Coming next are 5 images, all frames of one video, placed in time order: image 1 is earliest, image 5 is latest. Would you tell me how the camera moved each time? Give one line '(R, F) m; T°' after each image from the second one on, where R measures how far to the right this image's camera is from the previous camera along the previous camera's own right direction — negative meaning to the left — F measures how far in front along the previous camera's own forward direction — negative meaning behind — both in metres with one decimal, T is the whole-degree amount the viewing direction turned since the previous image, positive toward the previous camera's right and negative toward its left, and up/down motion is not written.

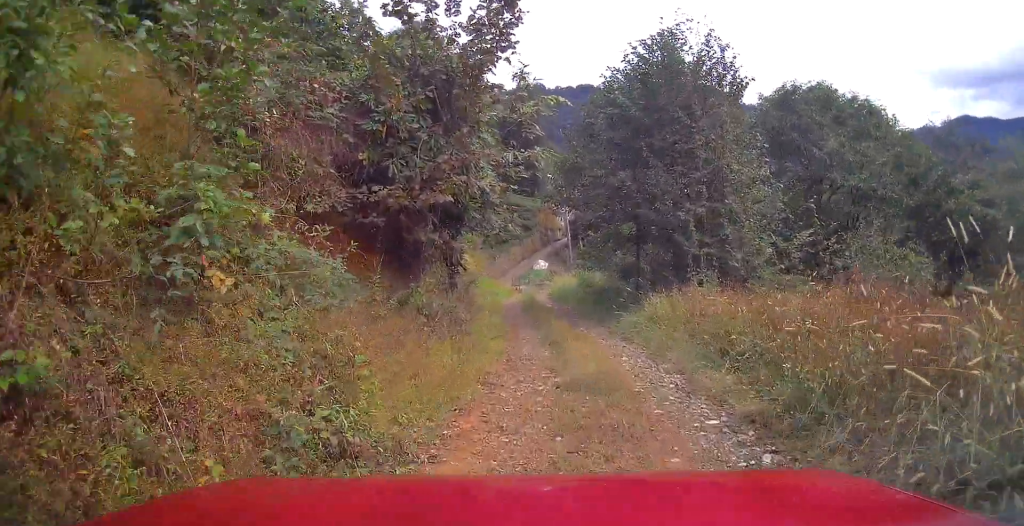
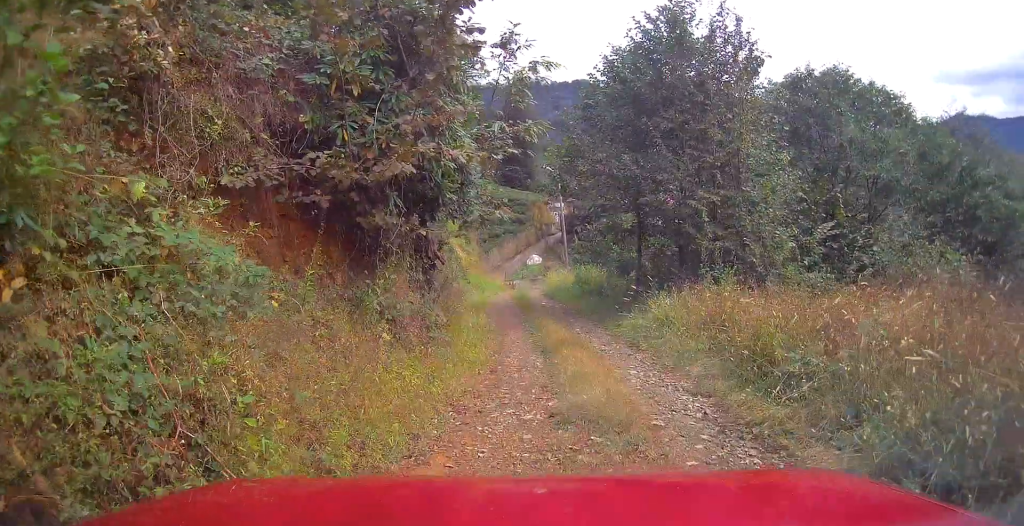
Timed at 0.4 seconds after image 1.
(0.0, +1.7) m; -1°
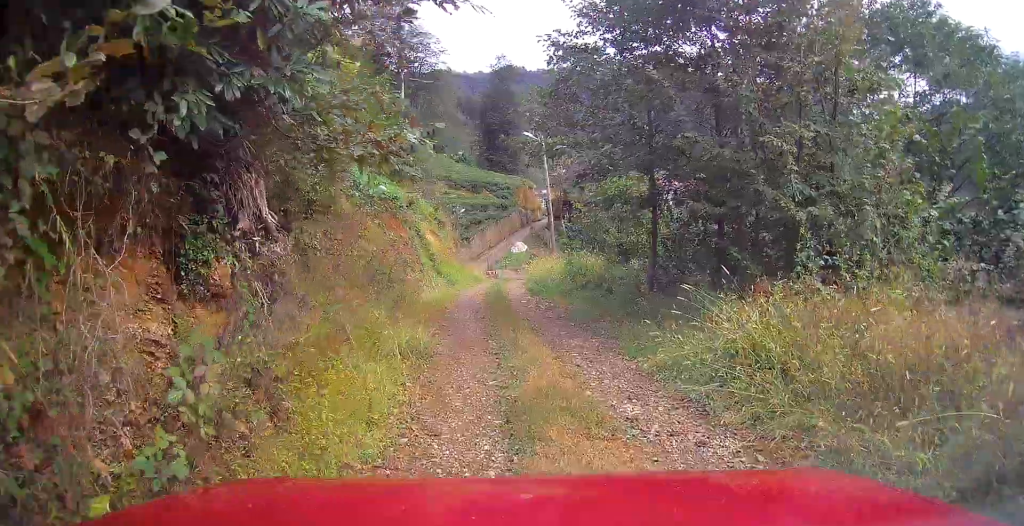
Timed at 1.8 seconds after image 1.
(-0.2, +5.0) m; -3°
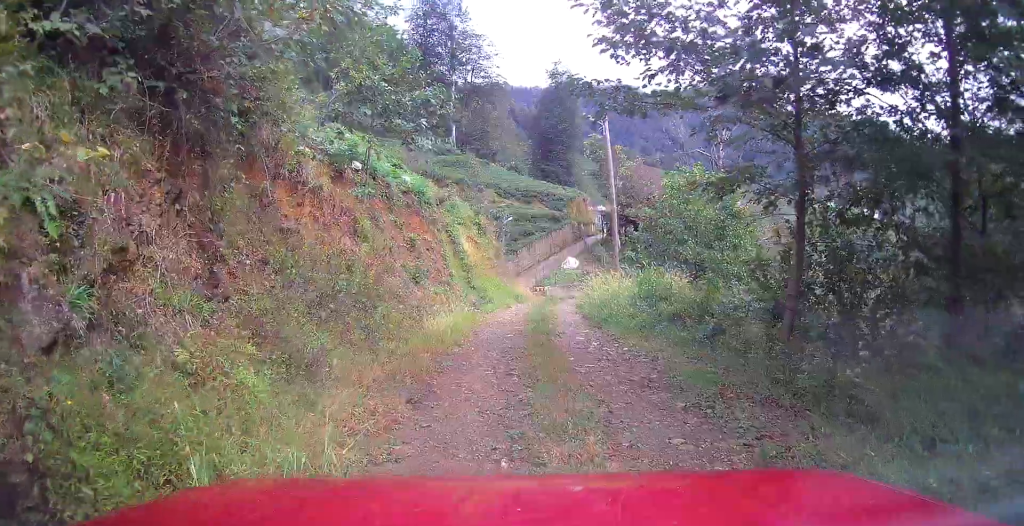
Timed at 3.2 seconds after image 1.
(-0.1, +5.2) m; -3°
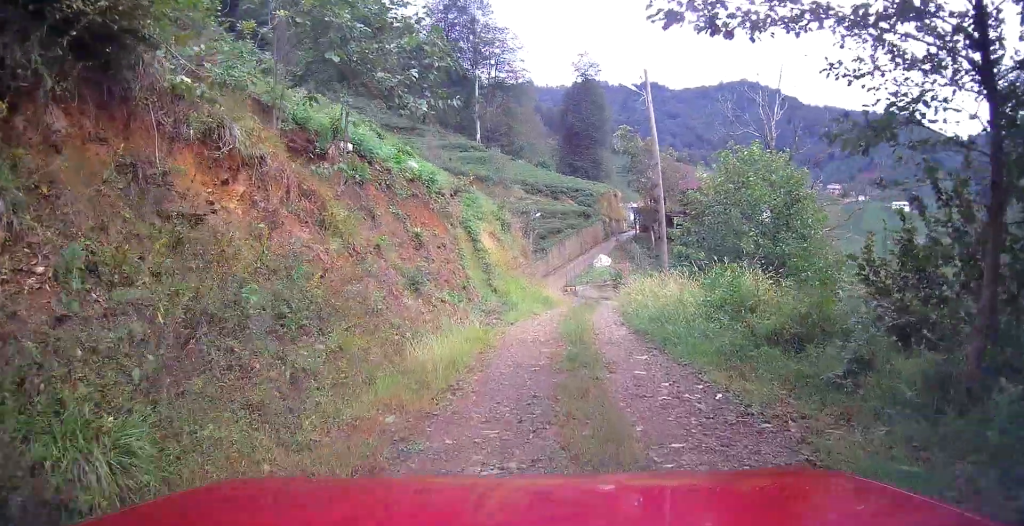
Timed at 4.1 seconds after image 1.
(-0.1, +3.3) m; -2°
